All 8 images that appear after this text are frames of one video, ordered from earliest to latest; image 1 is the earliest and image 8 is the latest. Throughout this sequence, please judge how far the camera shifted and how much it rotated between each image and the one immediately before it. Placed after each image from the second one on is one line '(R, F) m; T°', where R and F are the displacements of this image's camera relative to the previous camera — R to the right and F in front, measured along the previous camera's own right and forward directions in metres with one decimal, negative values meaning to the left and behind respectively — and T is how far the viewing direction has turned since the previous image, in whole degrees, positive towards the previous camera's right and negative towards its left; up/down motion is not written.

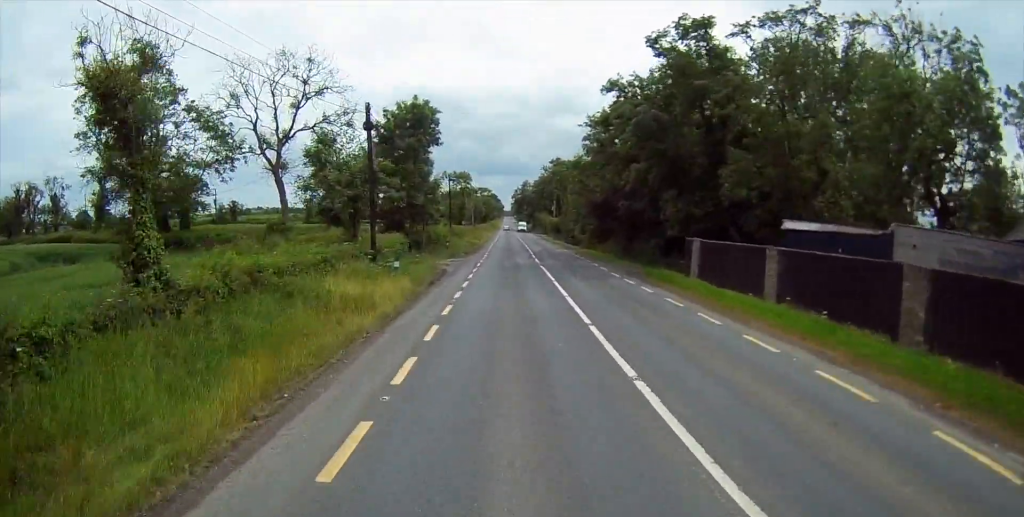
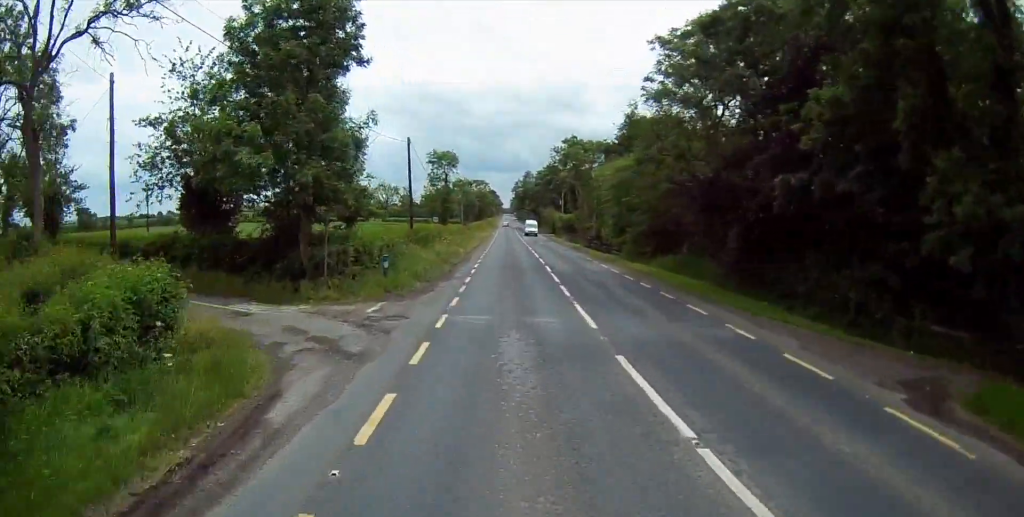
(-0.2, +26.3) m; -1°
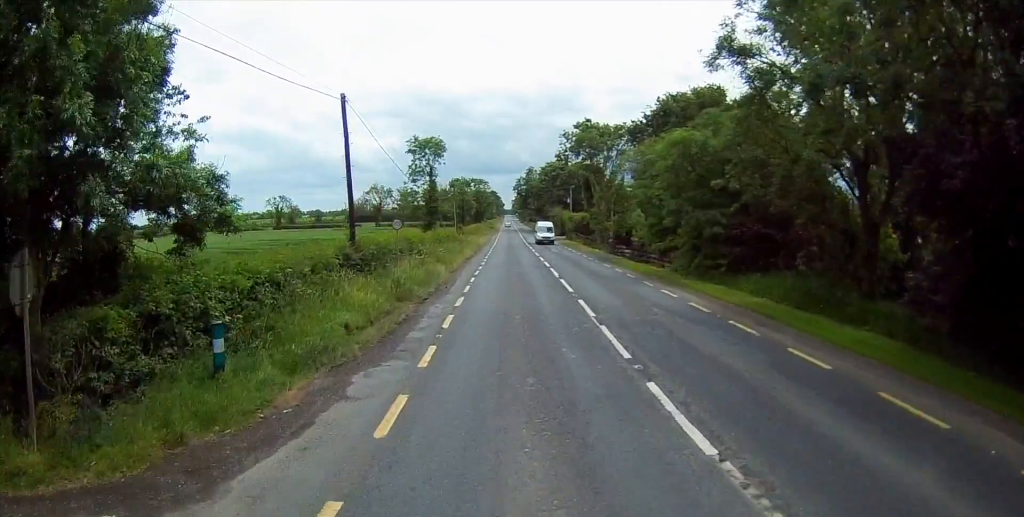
(0.0, +15.0) m; 0°
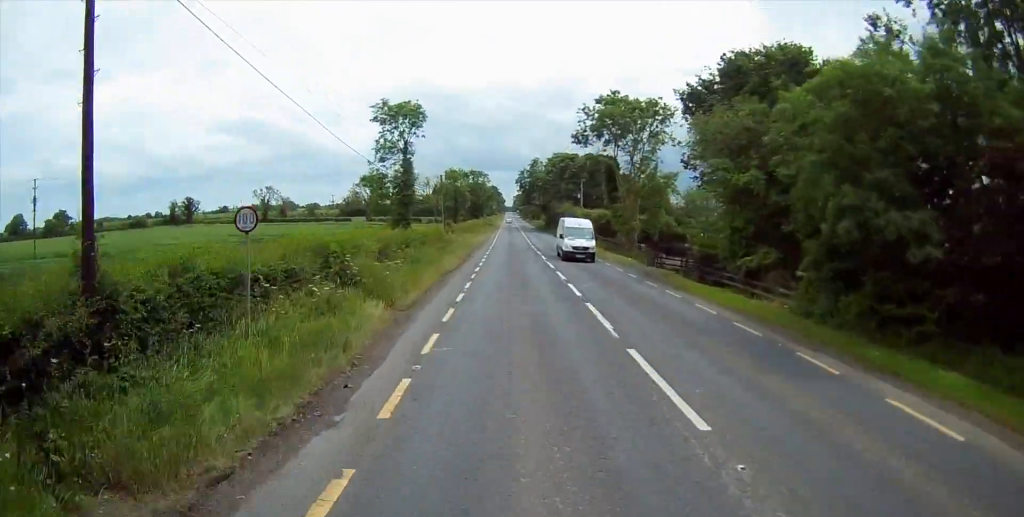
(0.0, +15.7) m; +1°
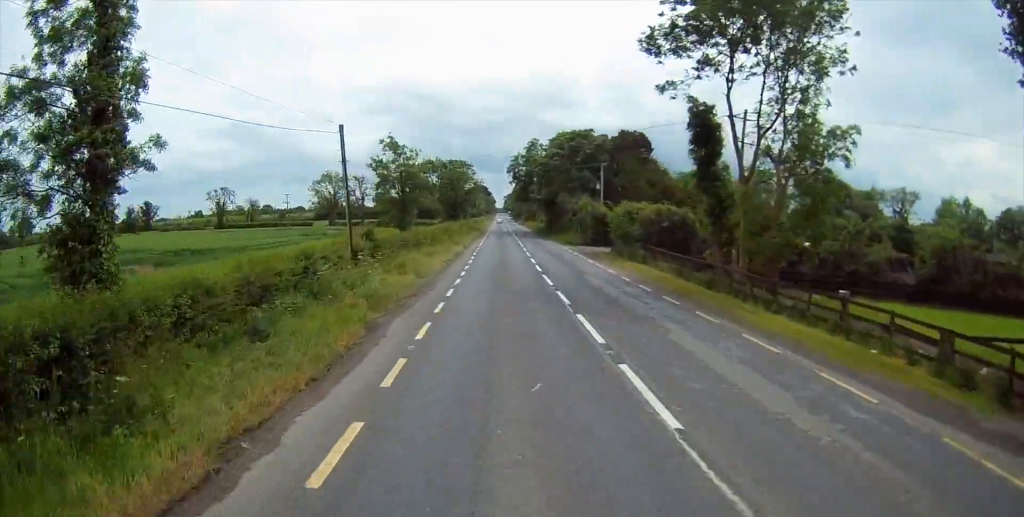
(+0.3, +33.1) m; 0°
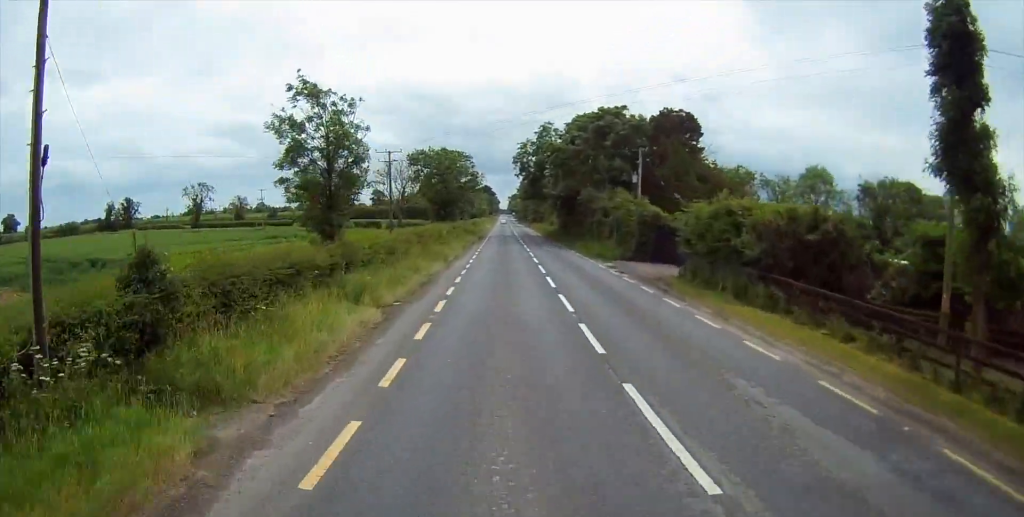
(-0.1, +19.5) m; 0°
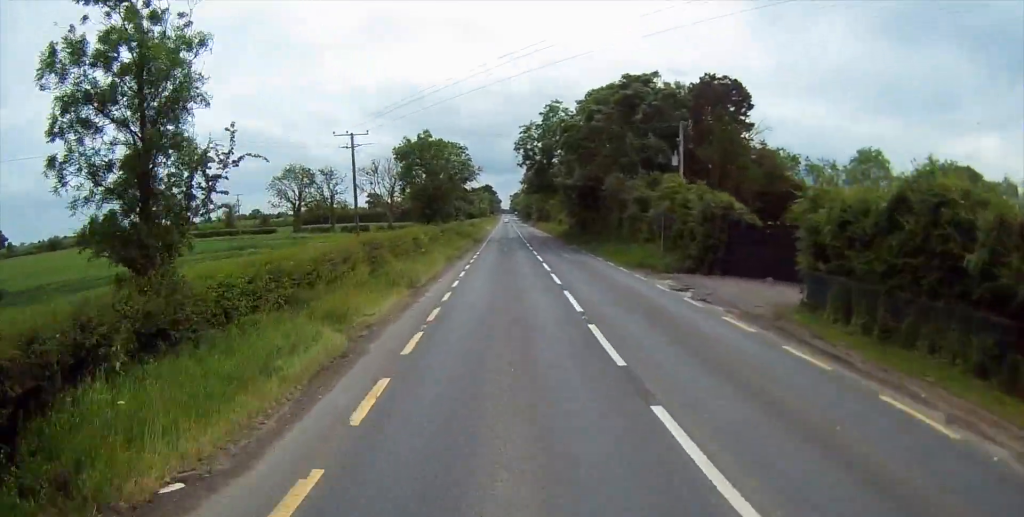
(+0.2, +13.8) m; 0°
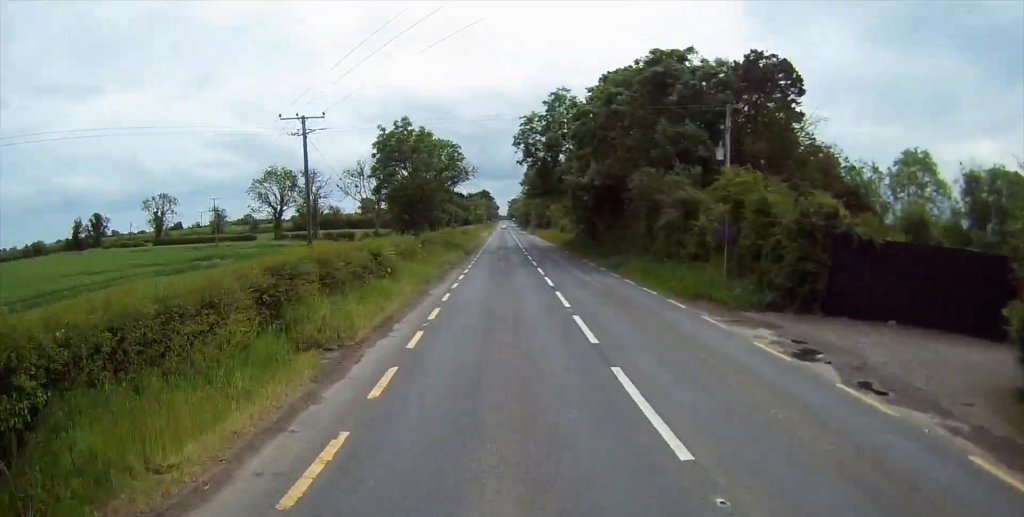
(-0.1, +10.1) m; 0°
